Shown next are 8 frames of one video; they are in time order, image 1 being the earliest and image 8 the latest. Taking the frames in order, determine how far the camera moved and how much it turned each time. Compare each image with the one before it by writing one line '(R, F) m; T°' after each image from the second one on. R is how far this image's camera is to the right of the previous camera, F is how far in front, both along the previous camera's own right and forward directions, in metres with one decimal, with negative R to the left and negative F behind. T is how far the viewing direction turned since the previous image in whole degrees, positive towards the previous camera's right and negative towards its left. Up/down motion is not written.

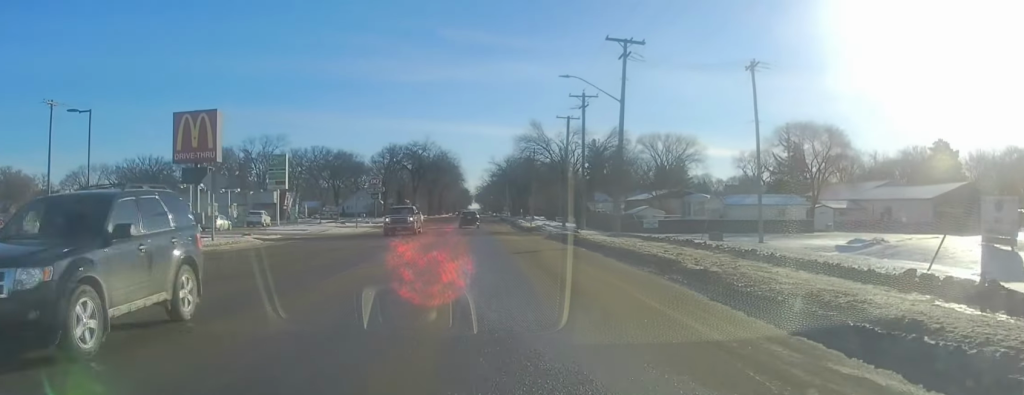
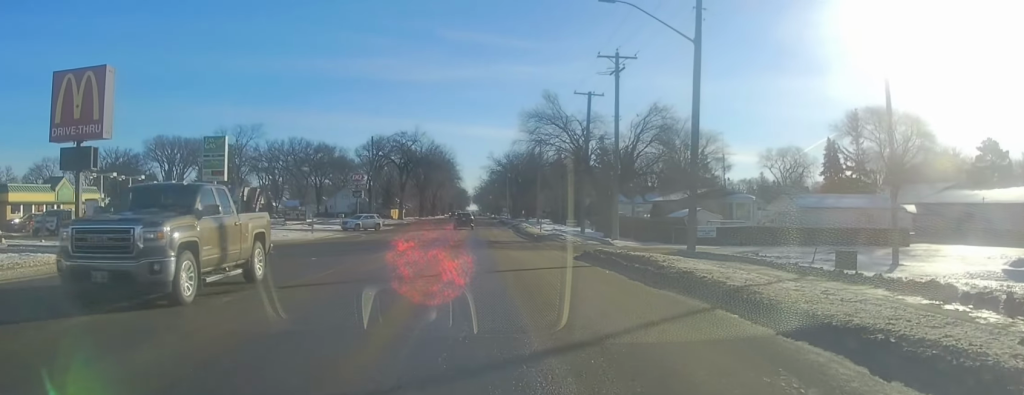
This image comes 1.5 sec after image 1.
(+0.4, +17.1) m; +1°
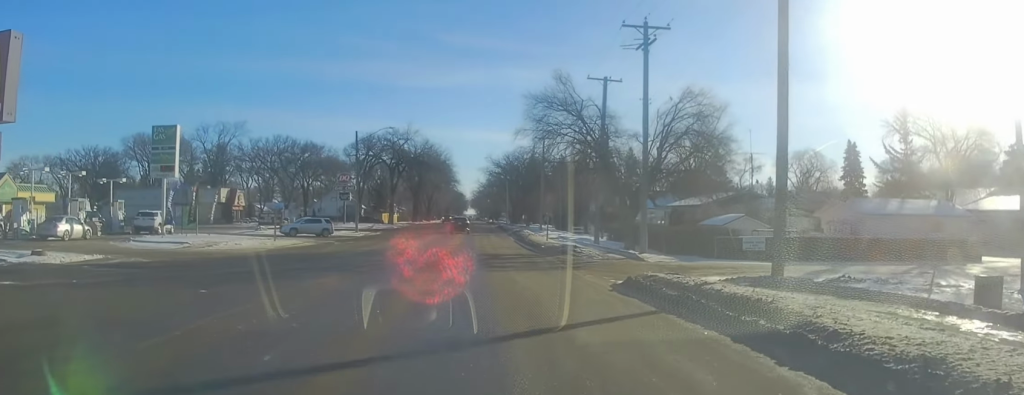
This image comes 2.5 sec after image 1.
(-0.3, +9.2) m; -2°
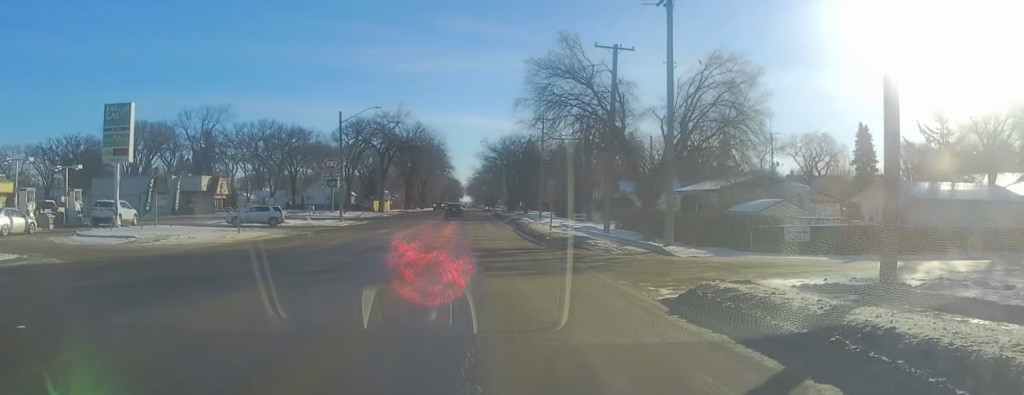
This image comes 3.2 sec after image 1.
(0.0, +6.2) m; 0°
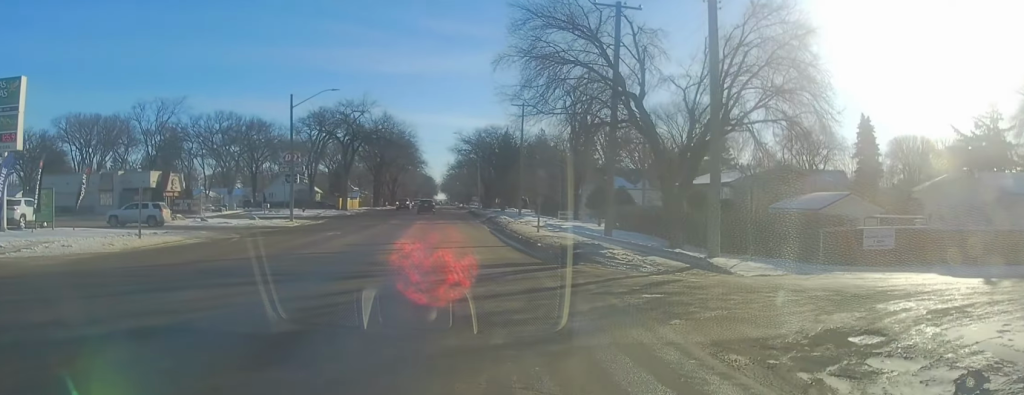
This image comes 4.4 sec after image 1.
(+0.1, +9.6) m; +5°
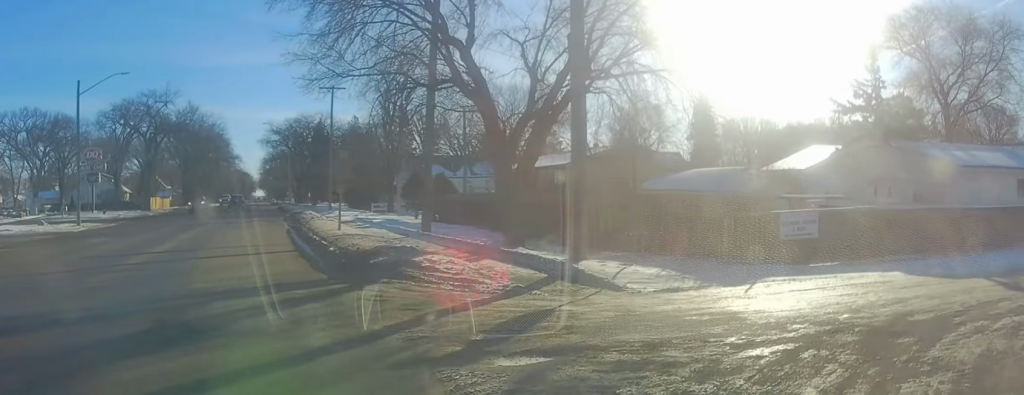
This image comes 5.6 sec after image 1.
(+0.8, +6.9) m; +18°
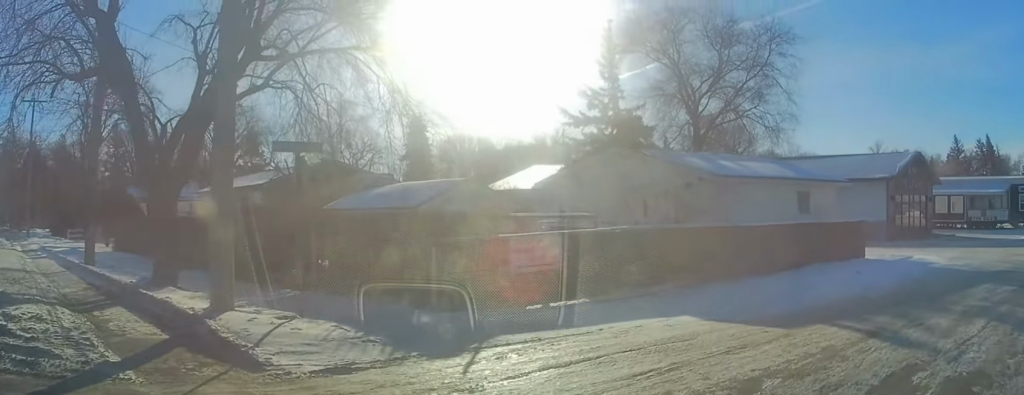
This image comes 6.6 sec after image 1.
(+0.9, +4.8) m; +19°
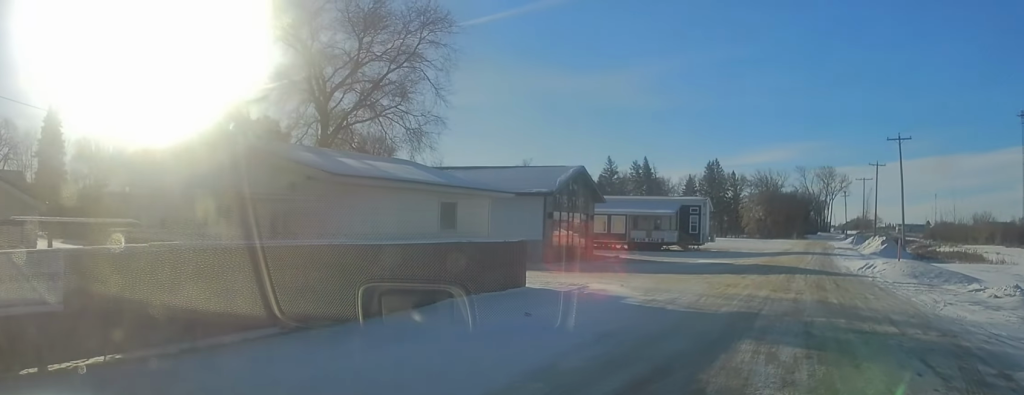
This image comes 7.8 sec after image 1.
(+0.9, +5.2) m; +22°
